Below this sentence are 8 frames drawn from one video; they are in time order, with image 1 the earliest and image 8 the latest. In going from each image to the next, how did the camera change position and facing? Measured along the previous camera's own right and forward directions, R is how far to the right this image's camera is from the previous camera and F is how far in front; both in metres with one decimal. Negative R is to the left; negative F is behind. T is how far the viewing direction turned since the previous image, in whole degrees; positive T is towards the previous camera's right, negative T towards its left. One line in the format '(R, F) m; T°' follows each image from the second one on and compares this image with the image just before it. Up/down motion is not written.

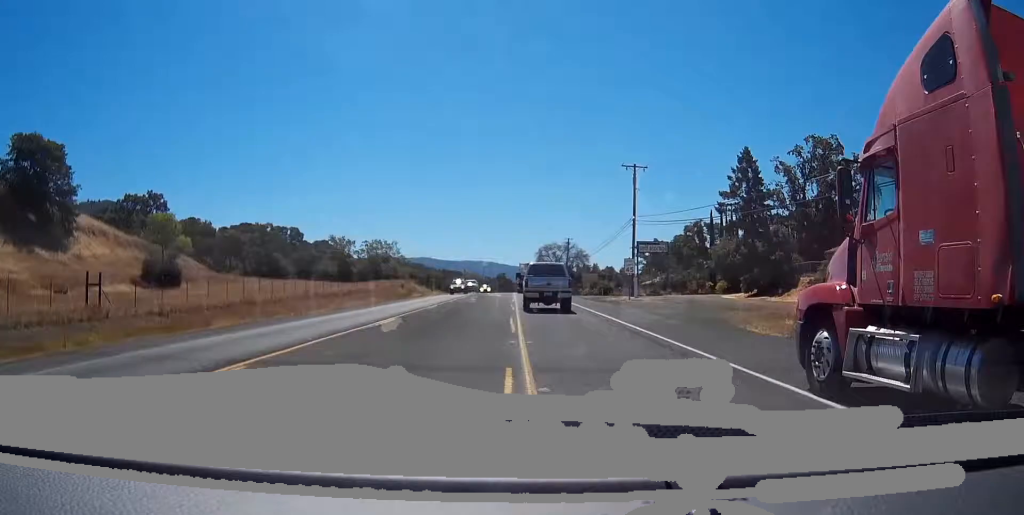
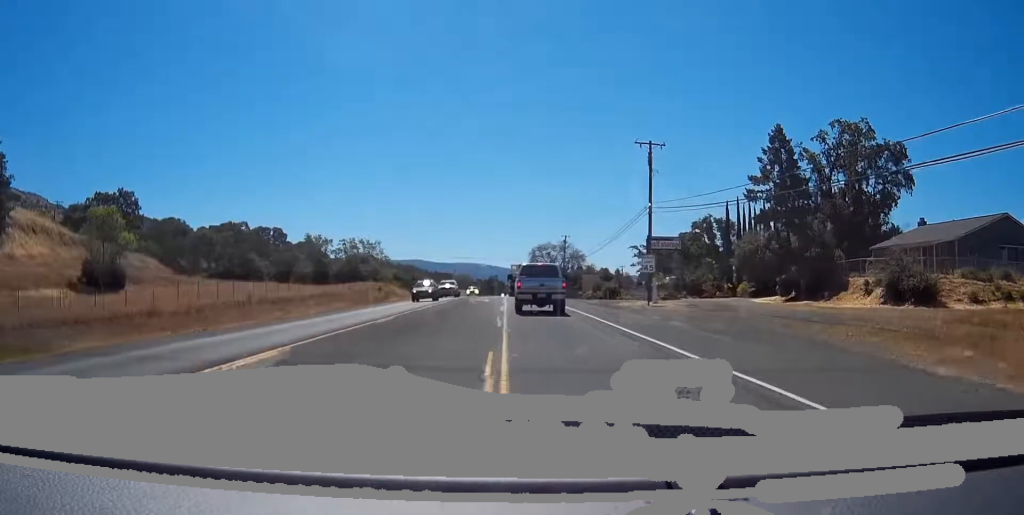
(+0.1, +12.0) m; +1°
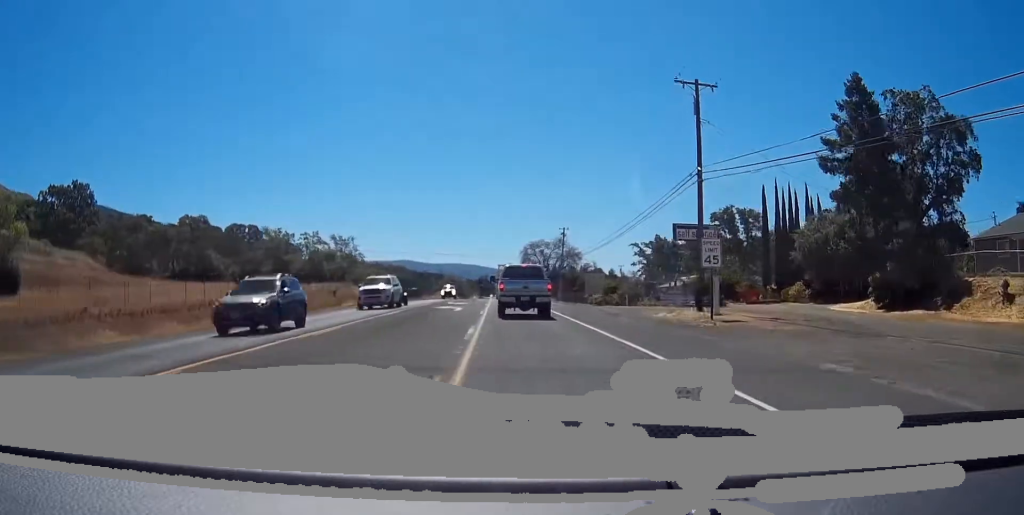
(+0.1, +17.8) m; 0°
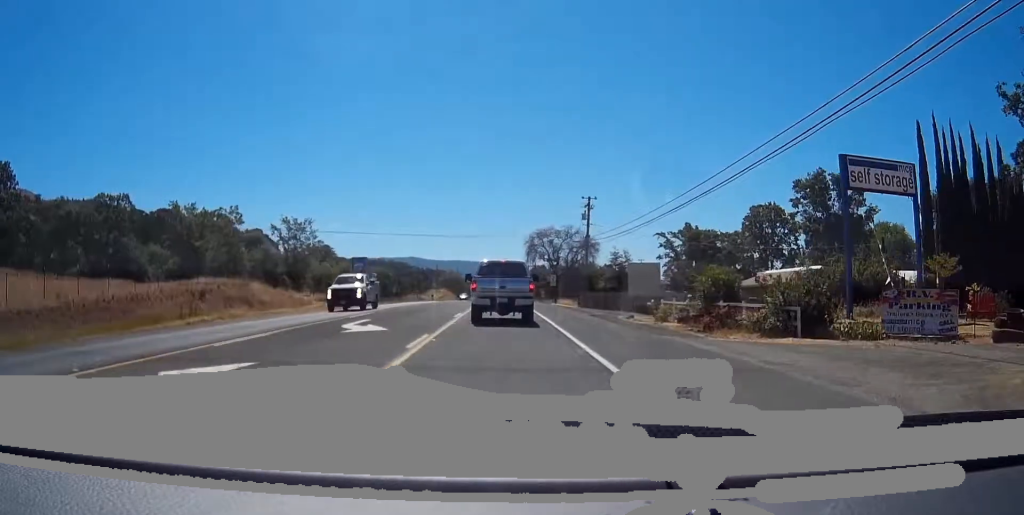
(-0.1, +32.6) m; 0°
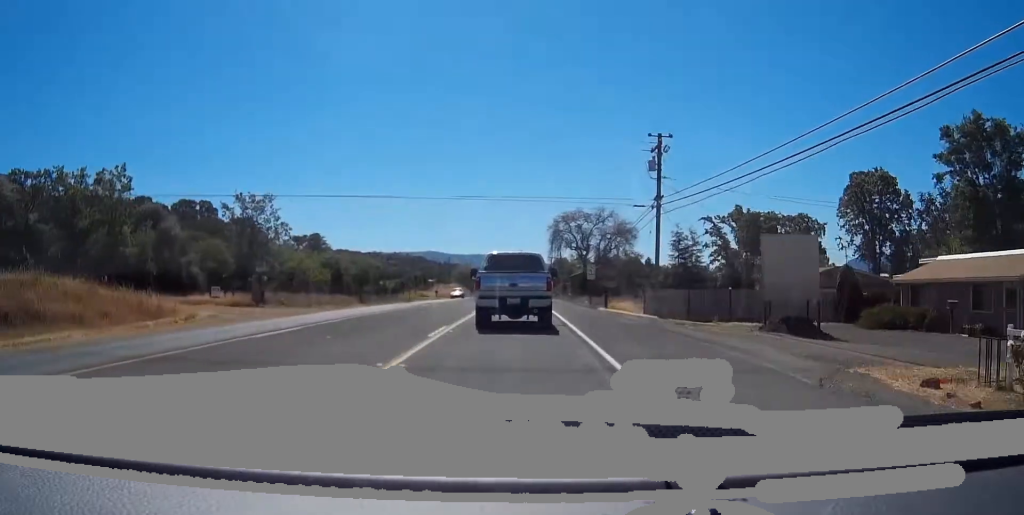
(-0.3, +25.6) m; -1°
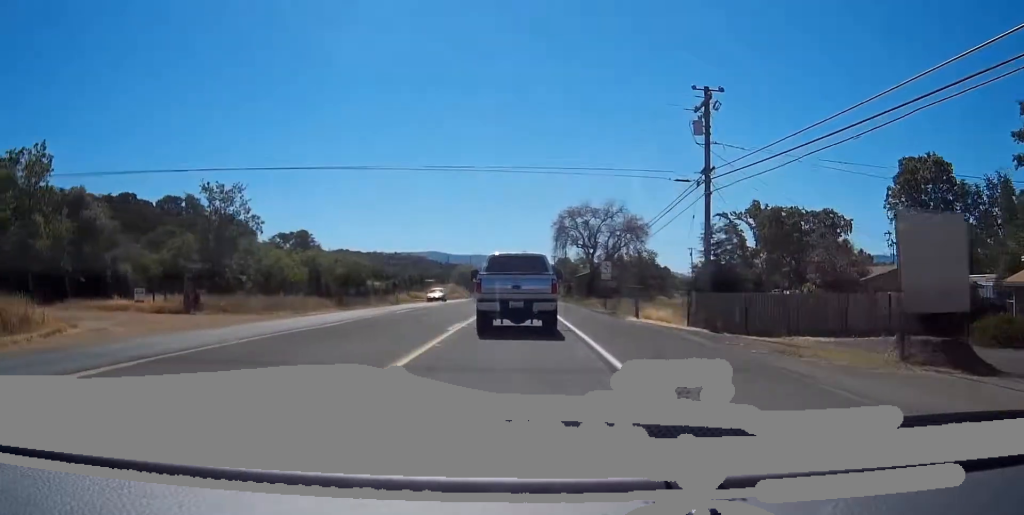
(-0.2, +10.8) m; 0°
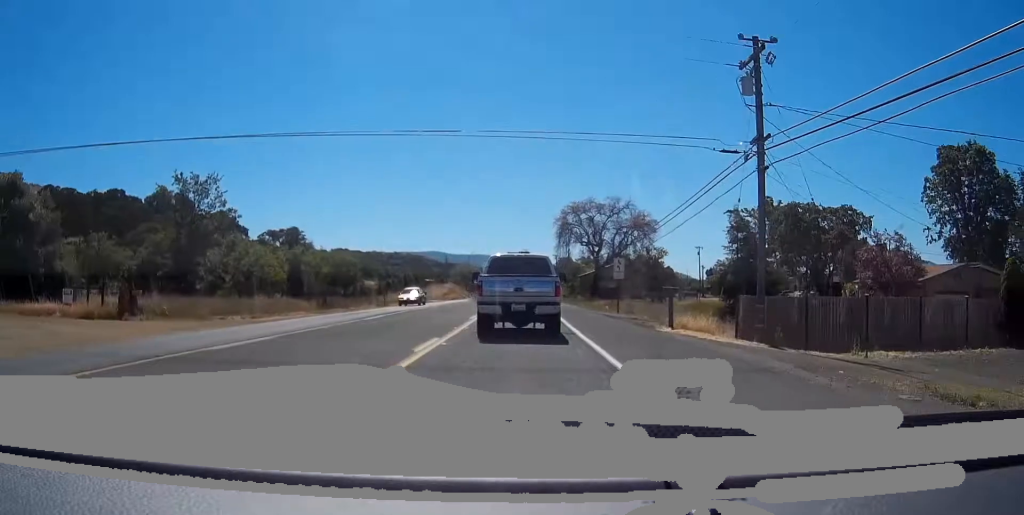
(+0.1, +7.1) m; 0°
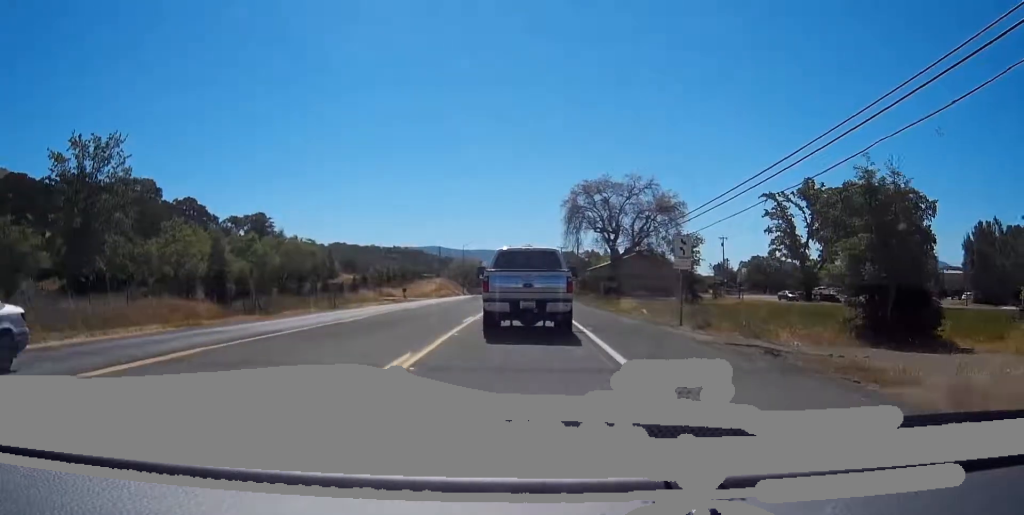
(0.0, +20.1) m; 0°
